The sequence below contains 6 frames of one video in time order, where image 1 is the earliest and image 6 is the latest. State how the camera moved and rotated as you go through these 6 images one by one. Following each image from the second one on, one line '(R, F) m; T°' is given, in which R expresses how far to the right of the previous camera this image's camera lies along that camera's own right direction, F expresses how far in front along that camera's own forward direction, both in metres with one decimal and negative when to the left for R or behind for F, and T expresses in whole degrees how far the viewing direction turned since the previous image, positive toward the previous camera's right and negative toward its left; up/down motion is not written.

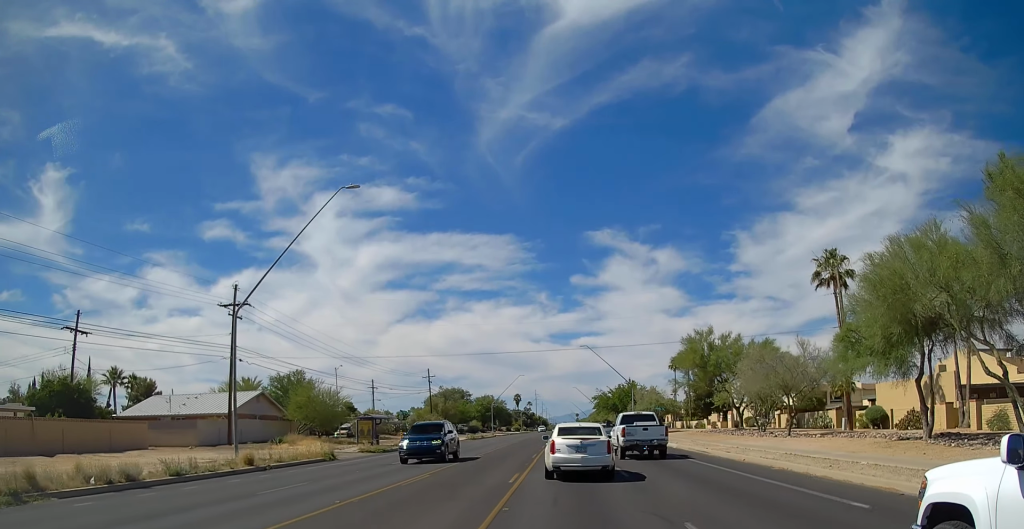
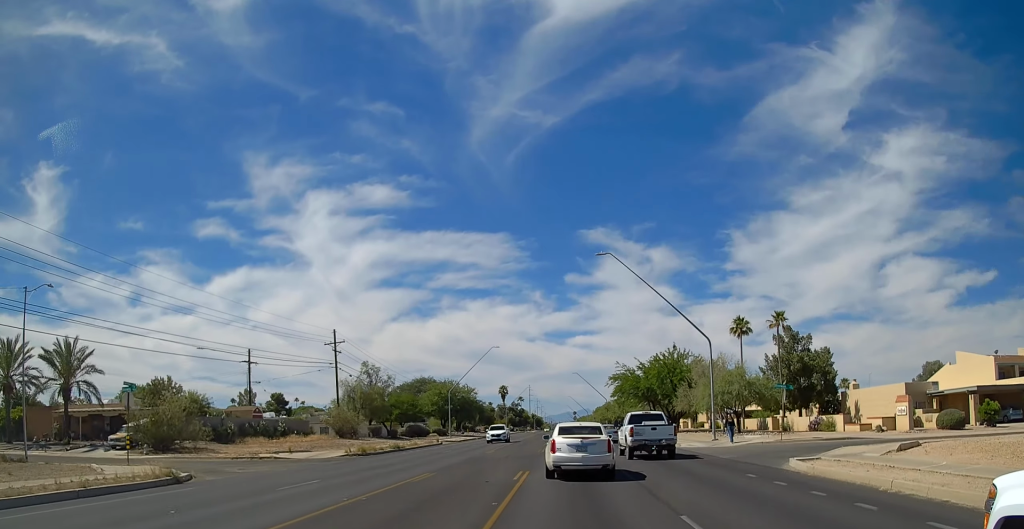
(0.0, +49.4) m; 0°
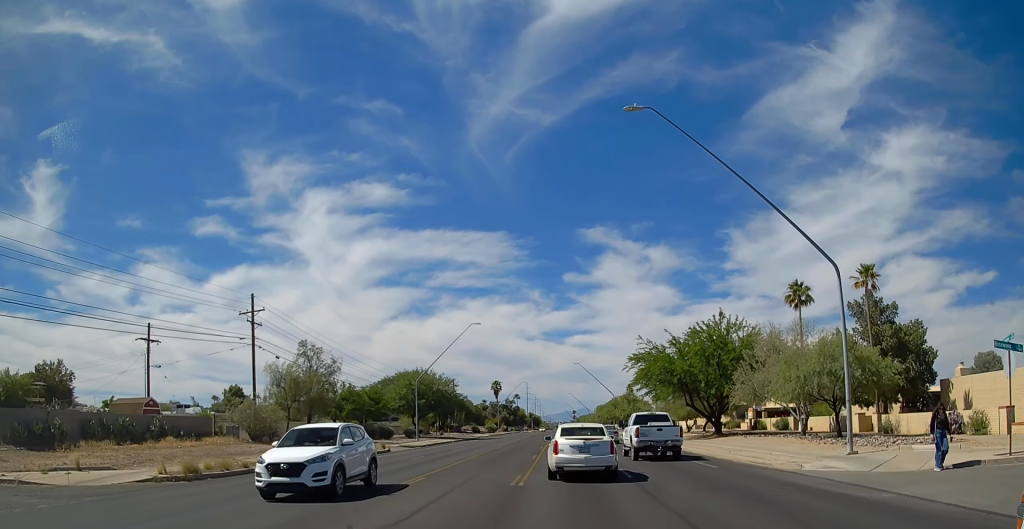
(0.0, +20.3) m; 0°
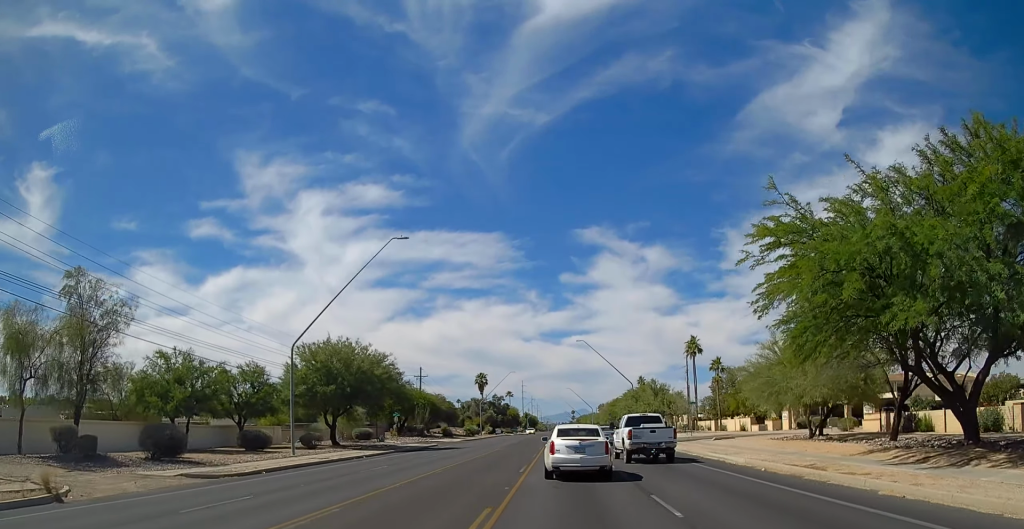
(0.0, +32.7) m; 0°
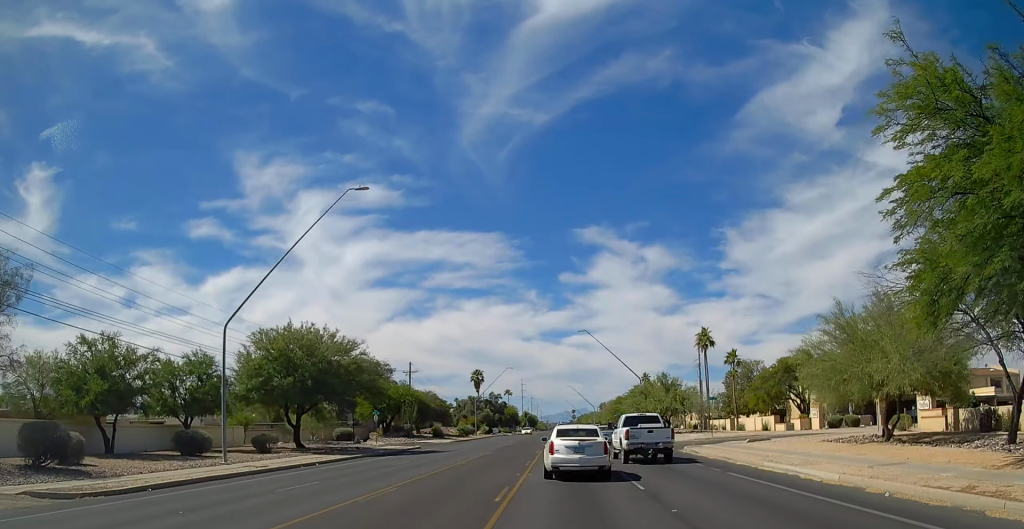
(0.0, +8.2) m; 0°
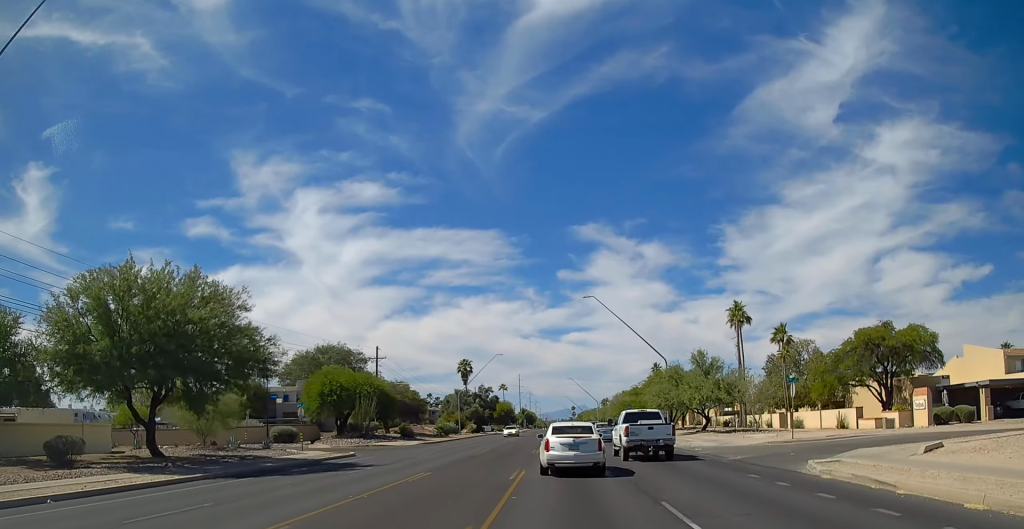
(0.0, +19.0) m; 0°
